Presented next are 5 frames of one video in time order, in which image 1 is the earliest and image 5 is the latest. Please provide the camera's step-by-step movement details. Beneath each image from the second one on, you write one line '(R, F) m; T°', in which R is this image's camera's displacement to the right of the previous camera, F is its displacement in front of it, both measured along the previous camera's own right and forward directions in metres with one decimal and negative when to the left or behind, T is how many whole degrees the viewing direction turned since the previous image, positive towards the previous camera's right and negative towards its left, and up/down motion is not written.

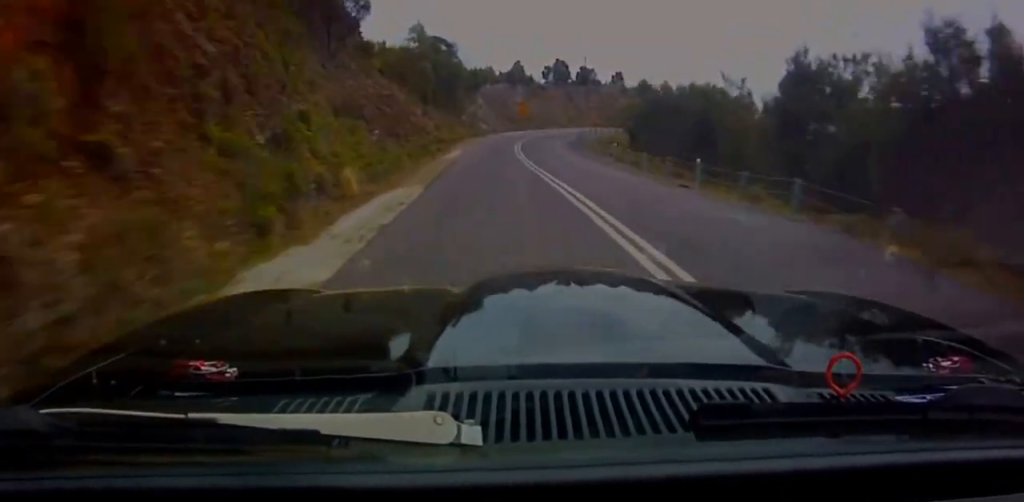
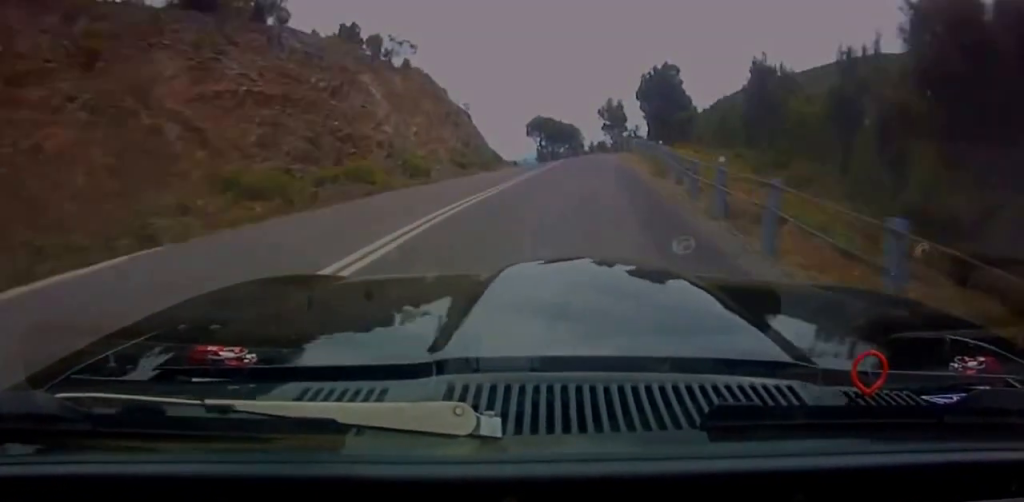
(+14.9, +77.0) m; +13°
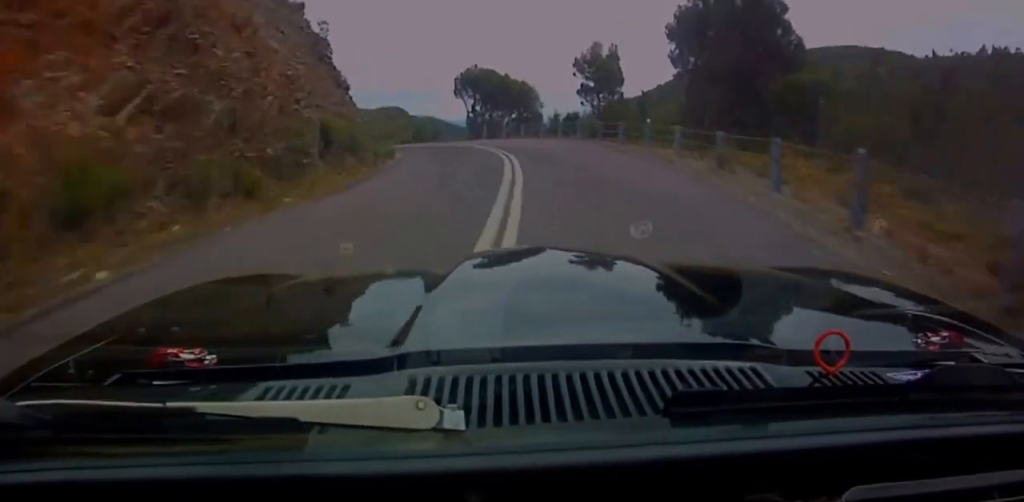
(-0.5, +24.9) m; -6°
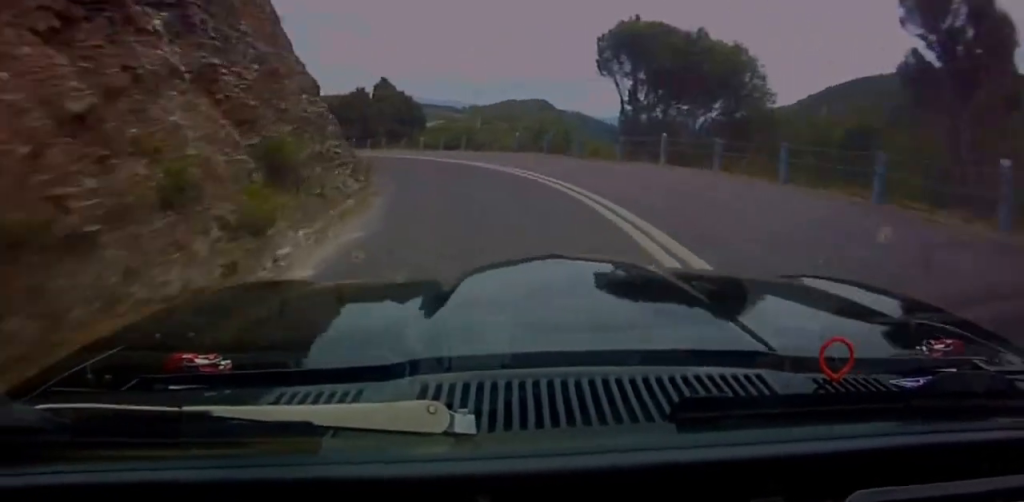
(-2.2, +24.0) m; -12°
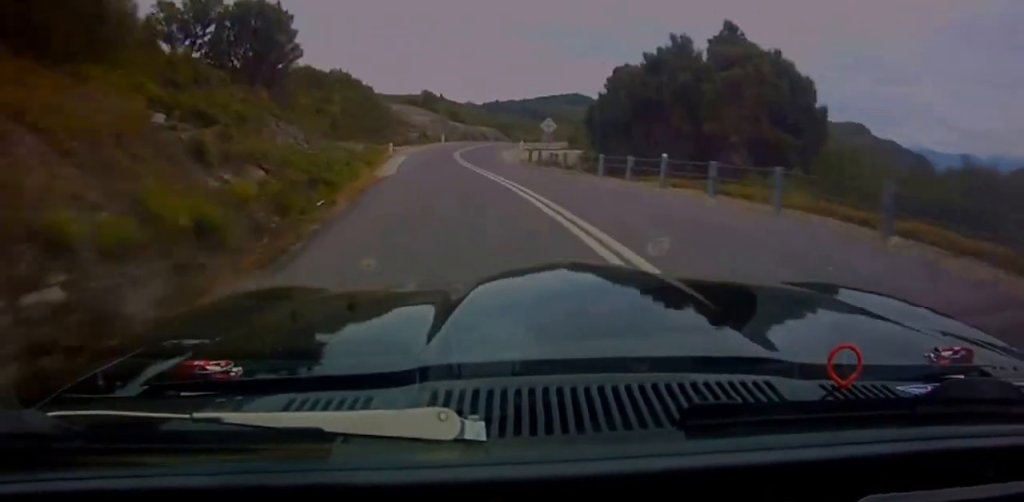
(-4.6, +33.6) m; -10°
